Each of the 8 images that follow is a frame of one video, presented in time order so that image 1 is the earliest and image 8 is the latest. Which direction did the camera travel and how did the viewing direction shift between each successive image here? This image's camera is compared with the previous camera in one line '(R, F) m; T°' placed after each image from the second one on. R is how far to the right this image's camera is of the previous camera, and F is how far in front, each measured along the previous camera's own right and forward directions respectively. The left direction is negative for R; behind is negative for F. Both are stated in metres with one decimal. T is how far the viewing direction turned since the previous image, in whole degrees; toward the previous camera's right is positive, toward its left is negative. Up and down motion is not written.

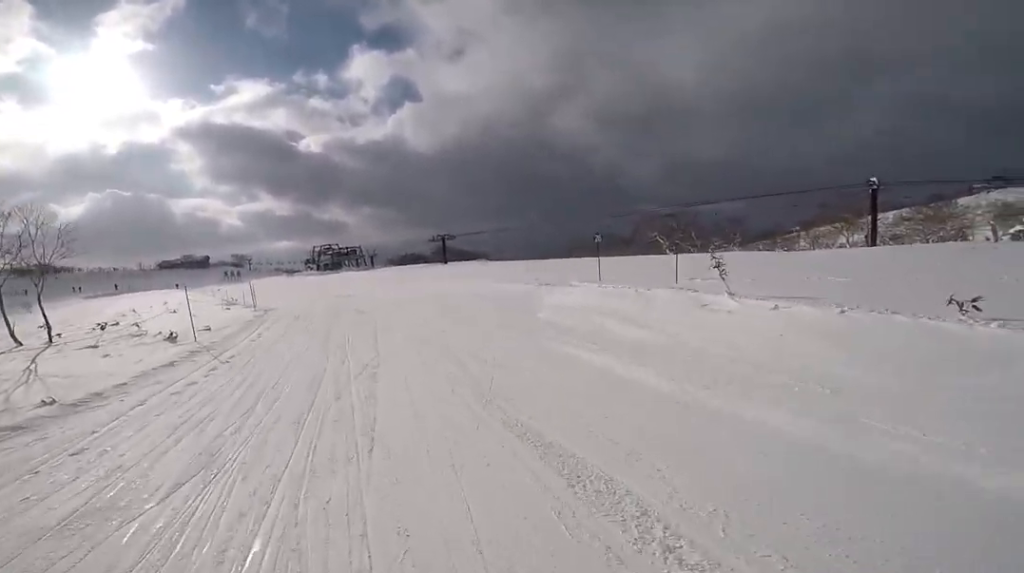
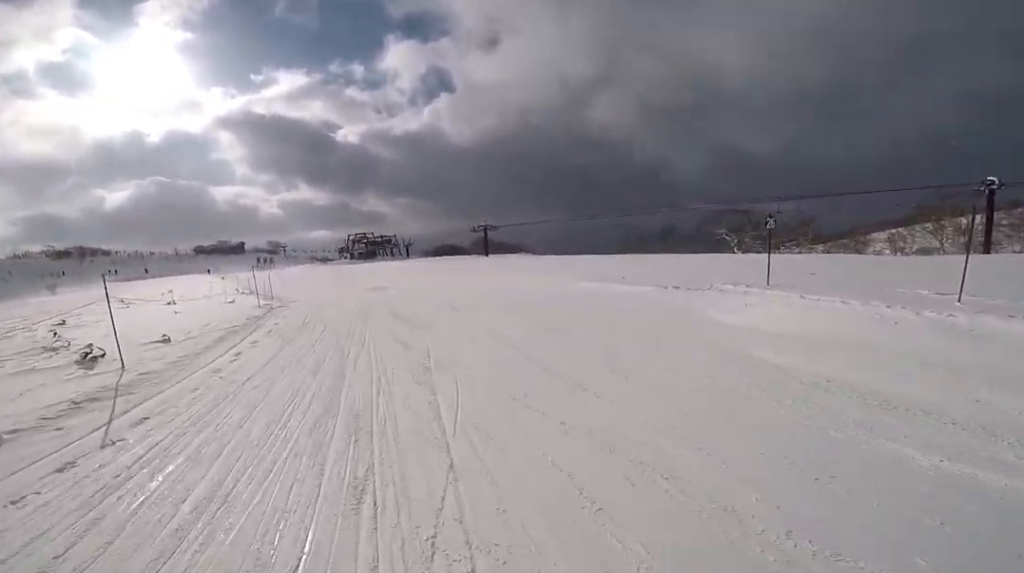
(0.0, +6.1) m; 0°
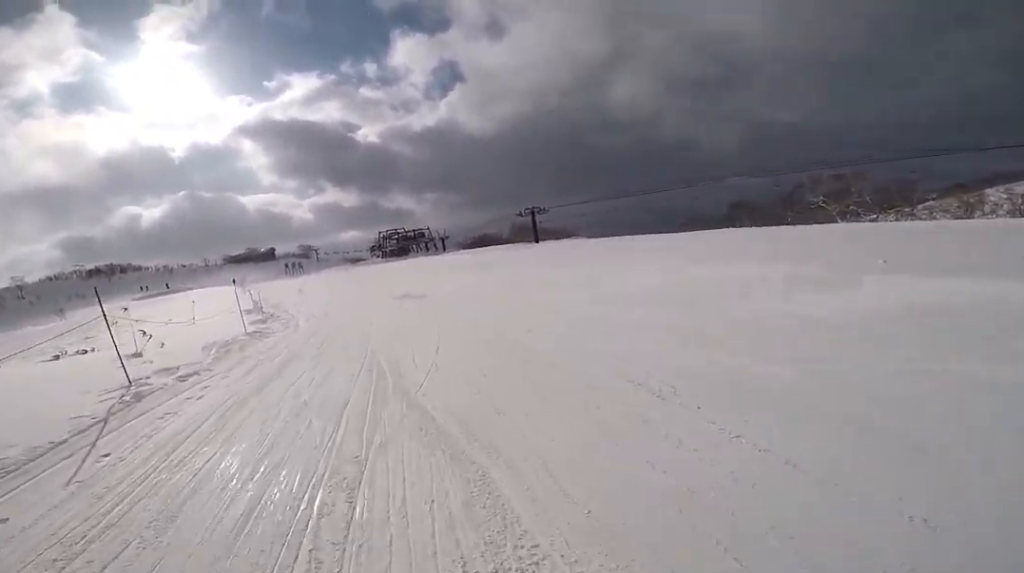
(-1.5, +10.9) m; -8°
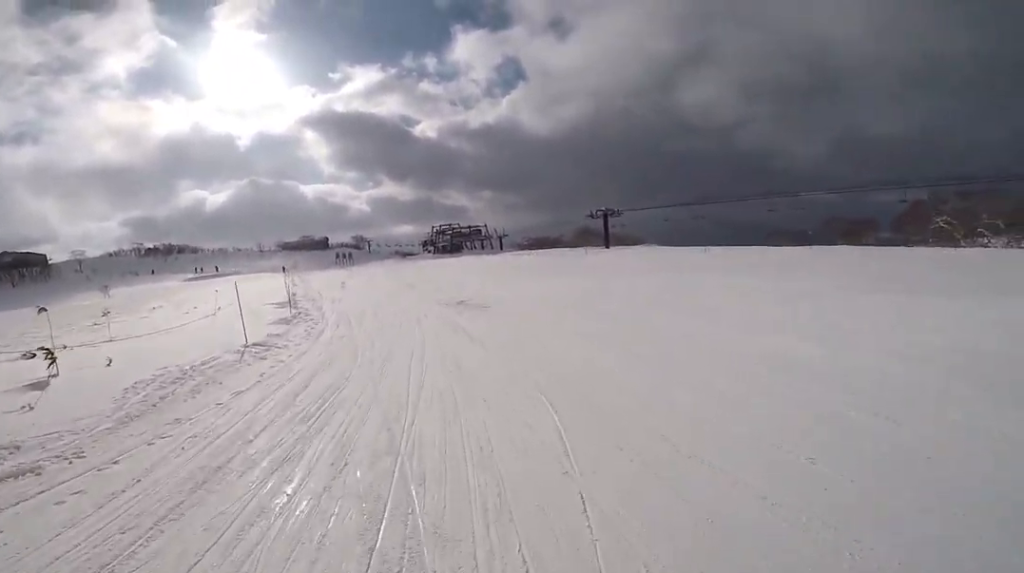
(+0.7, +4.9) m; +1°
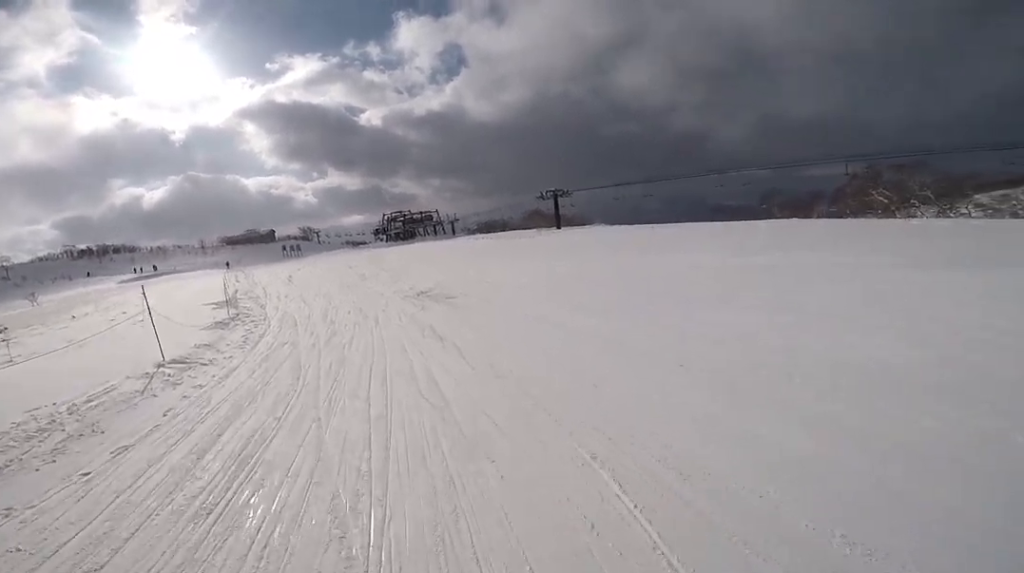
(+0.1, +2.1) m; -2°
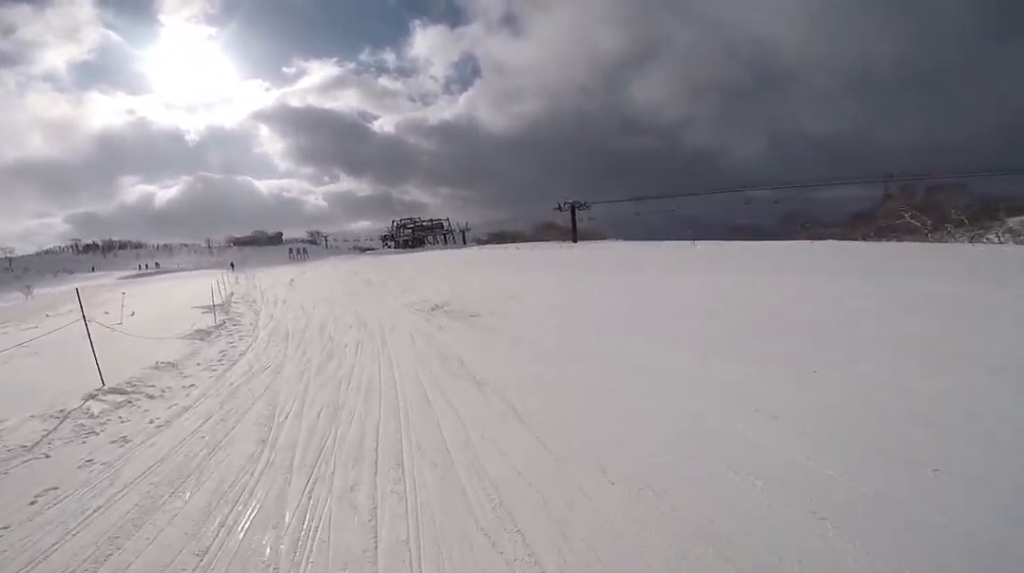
(-0.6, +2.8) m; -6°
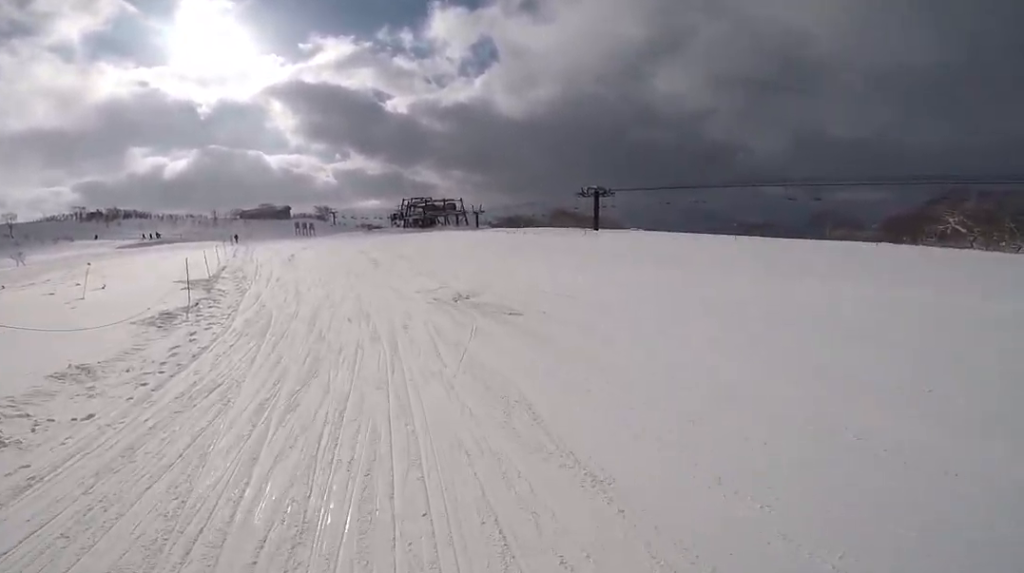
(-0.1, +3.3) m; +1°
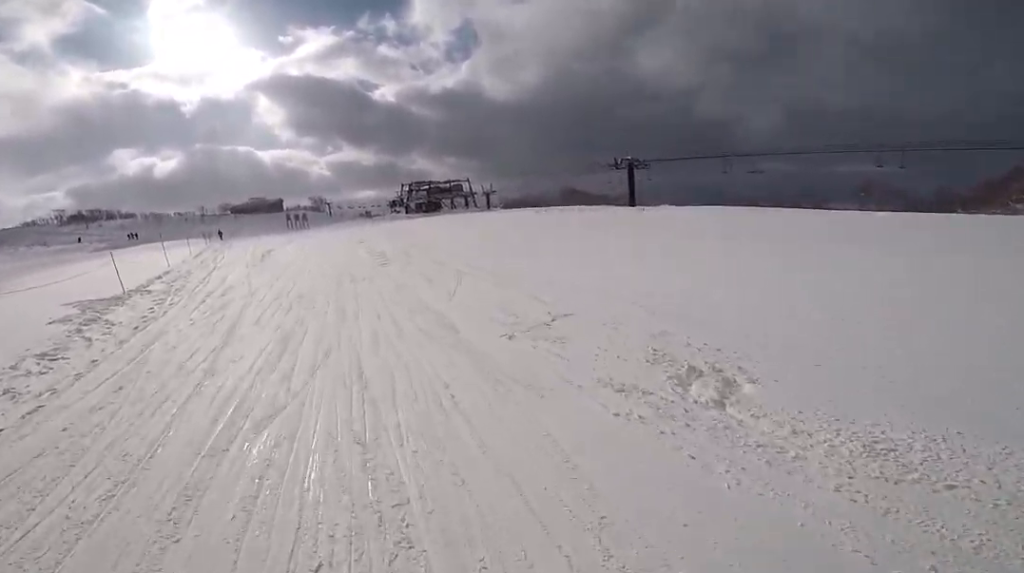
(+1.0, +8.8) m; +2°
